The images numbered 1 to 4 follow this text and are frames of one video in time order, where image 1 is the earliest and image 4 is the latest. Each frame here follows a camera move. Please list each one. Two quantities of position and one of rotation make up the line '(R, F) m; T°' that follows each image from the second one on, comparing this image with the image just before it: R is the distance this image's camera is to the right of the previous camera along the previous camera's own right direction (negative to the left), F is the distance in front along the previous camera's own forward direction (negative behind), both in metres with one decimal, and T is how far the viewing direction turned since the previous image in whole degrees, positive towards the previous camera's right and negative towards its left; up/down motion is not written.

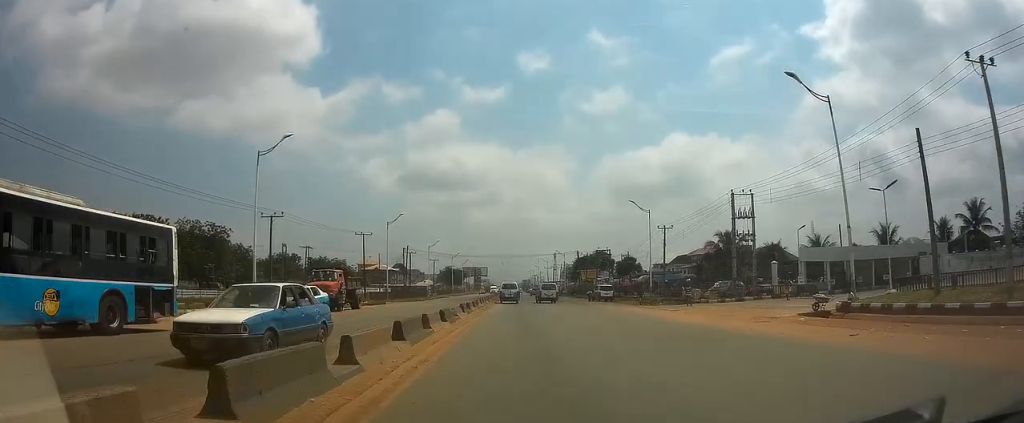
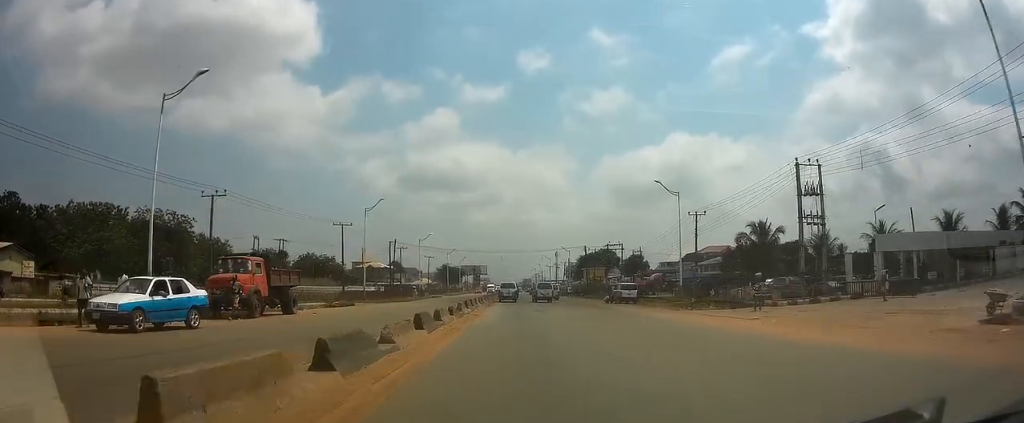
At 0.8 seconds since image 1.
(+0.1, +11.7) m; 0°
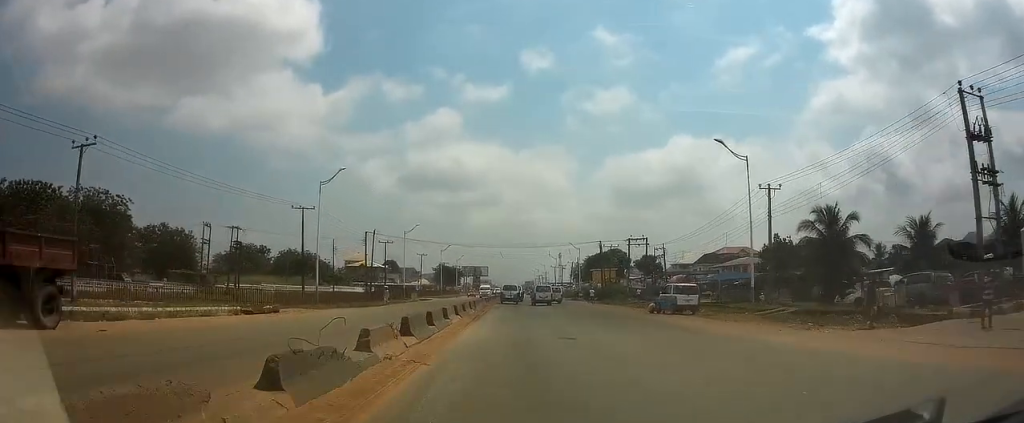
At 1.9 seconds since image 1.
(0.0, +16.1) m; 0°
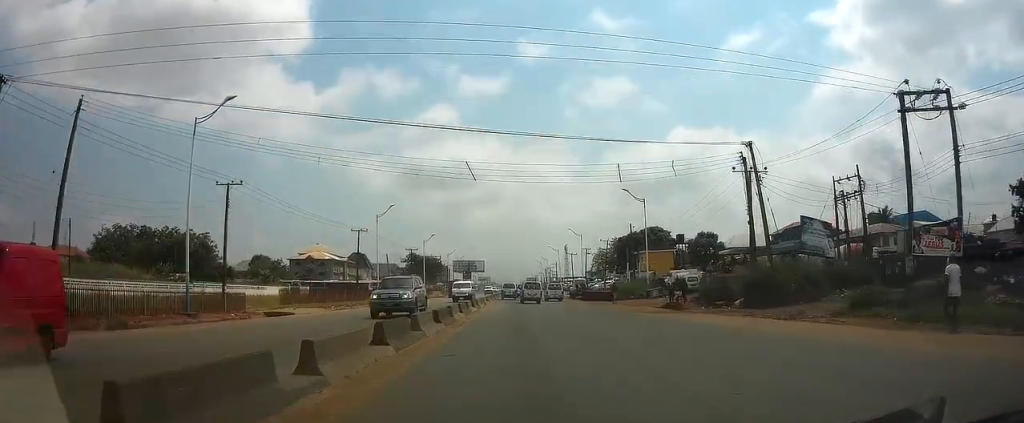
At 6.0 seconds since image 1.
(0.0, +59.8) m; 0°
